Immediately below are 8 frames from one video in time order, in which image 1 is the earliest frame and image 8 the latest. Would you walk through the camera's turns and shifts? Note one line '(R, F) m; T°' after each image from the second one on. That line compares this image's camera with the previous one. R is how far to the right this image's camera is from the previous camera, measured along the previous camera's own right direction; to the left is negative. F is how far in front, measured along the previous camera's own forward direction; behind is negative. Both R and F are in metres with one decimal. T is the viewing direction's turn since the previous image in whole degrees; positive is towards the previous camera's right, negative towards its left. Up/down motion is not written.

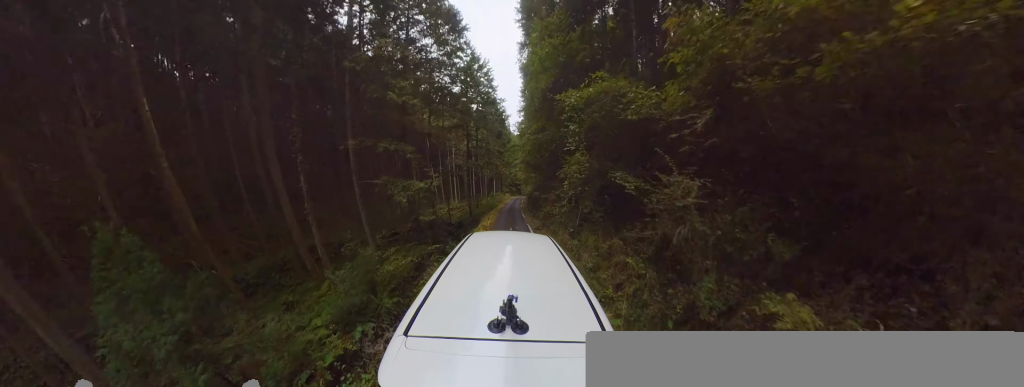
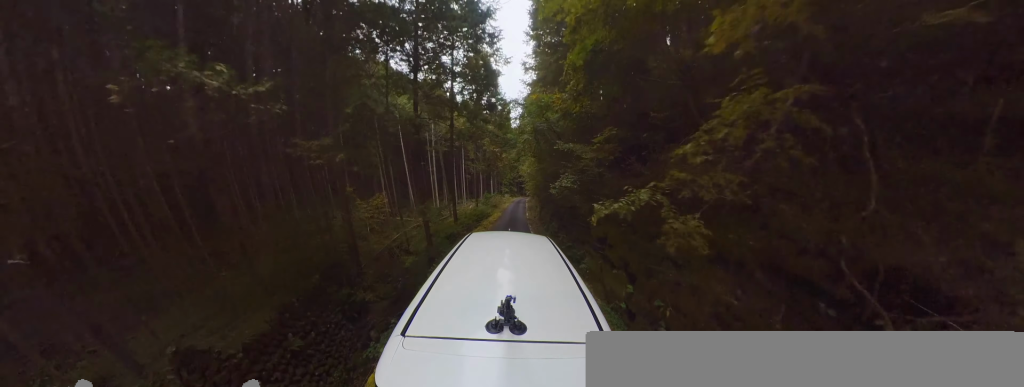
(+0.1, +10.9) m; 0°
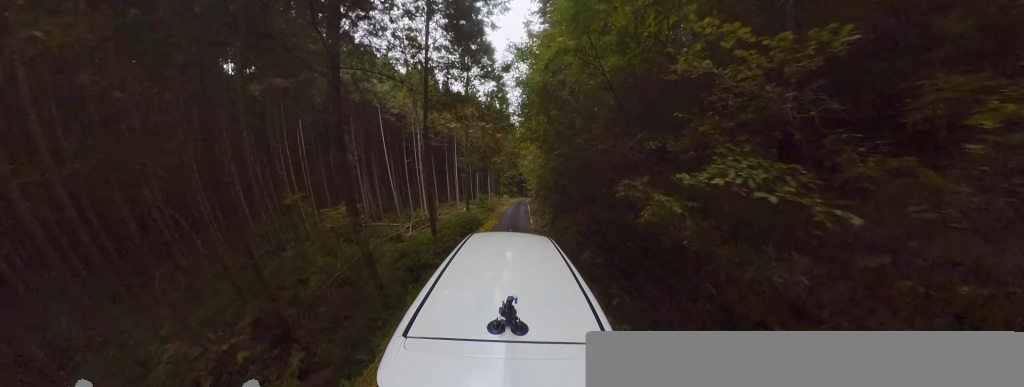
(-0.4, +4.7) m; 0°
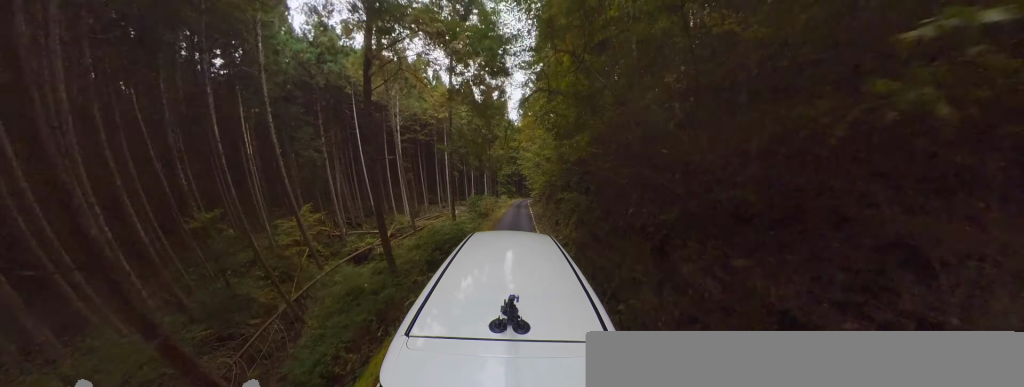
(+0.6, +4.4) m; 0°
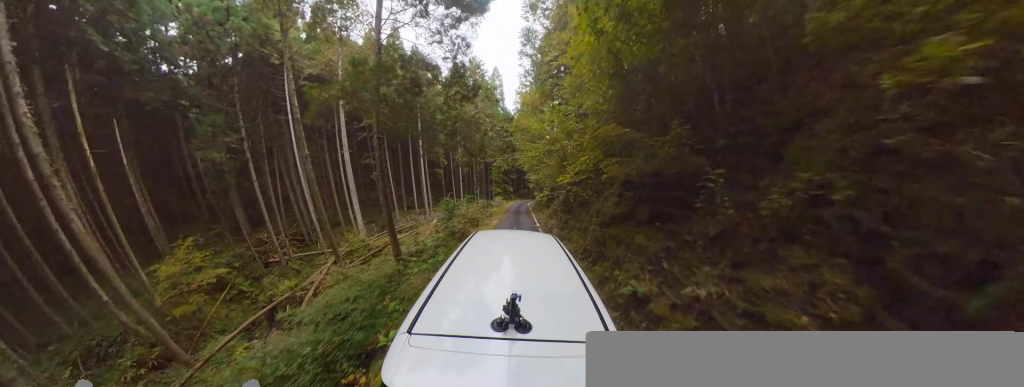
(0.0, +7.1) m; +2°
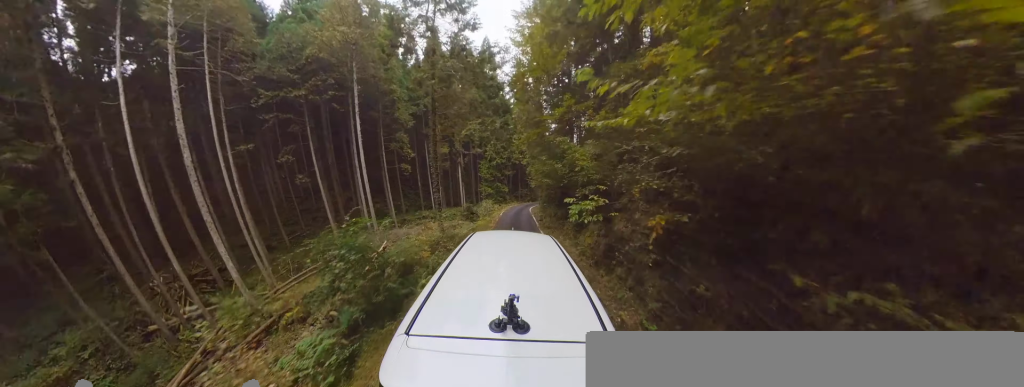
(+0.1, +7.9) m; +5°
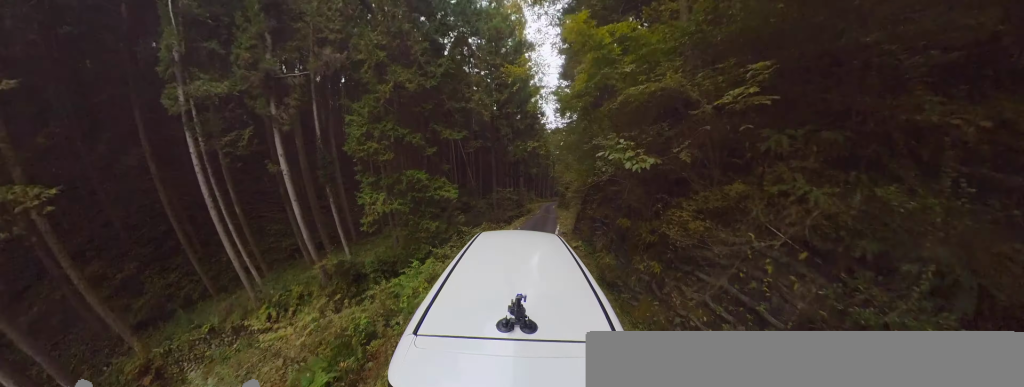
(+0.3, +17.8) m; -12°
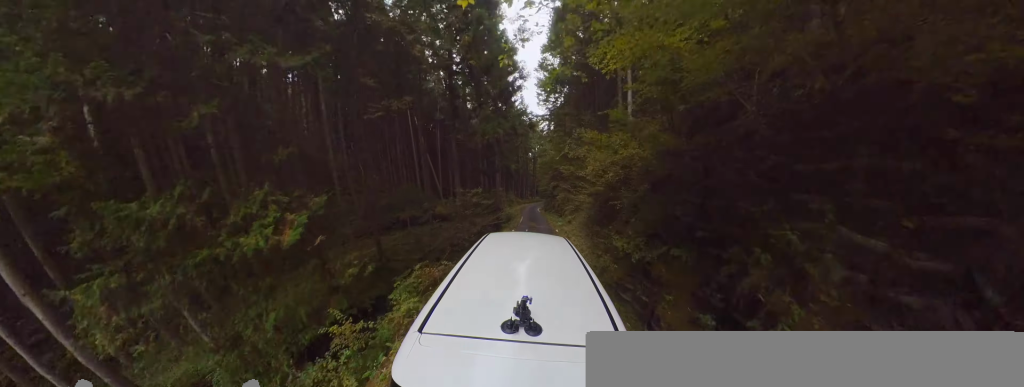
(-1.1, +5.0) m; -3°
